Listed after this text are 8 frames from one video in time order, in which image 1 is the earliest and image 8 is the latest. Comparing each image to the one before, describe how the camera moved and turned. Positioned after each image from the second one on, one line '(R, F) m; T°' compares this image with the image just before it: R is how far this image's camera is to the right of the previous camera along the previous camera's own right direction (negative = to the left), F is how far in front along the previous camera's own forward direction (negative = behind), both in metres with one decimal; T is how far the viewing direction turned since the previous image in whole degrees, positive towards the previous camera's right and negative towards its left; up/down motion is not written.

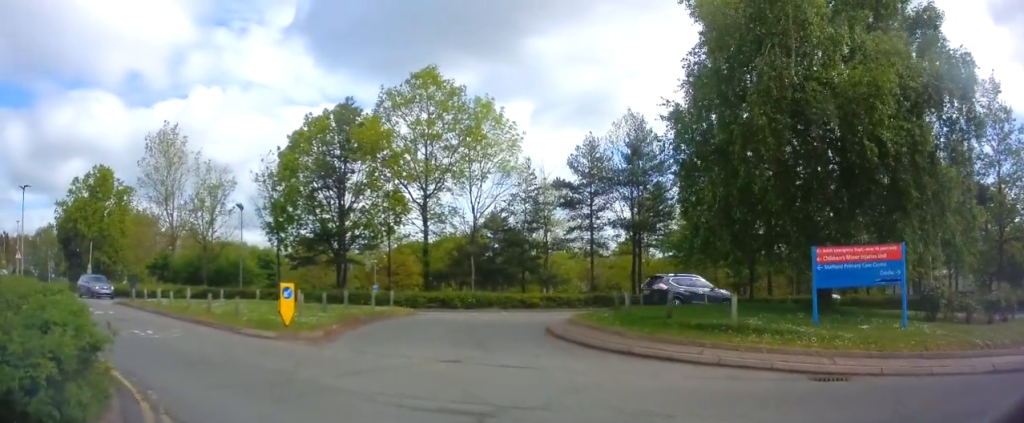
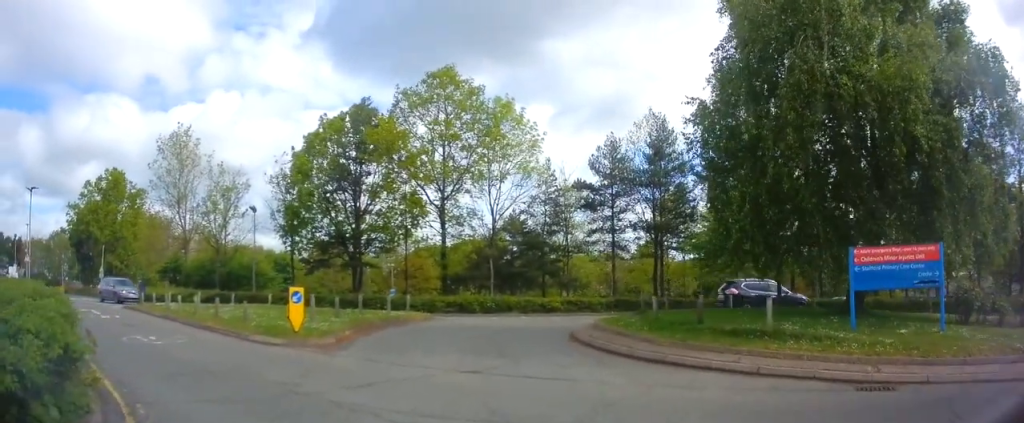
(+0.1, +0.7) m; -3°
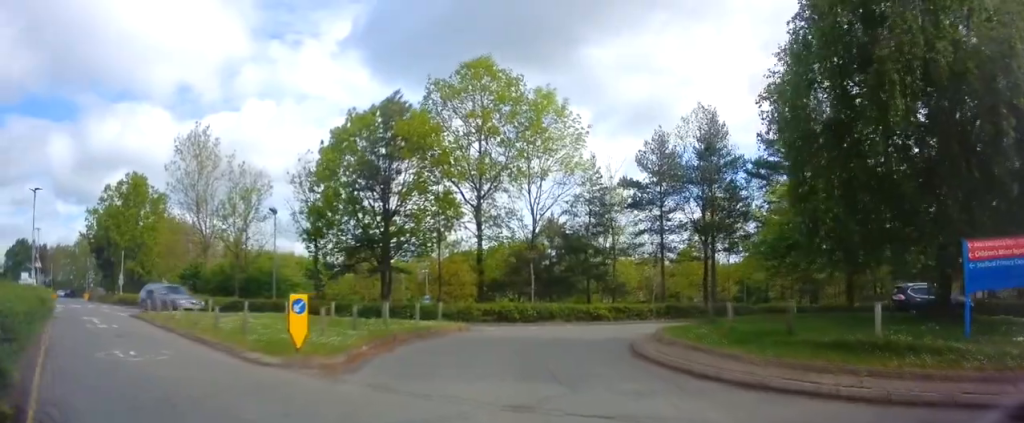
(-0.2, +1.9) m; -7°
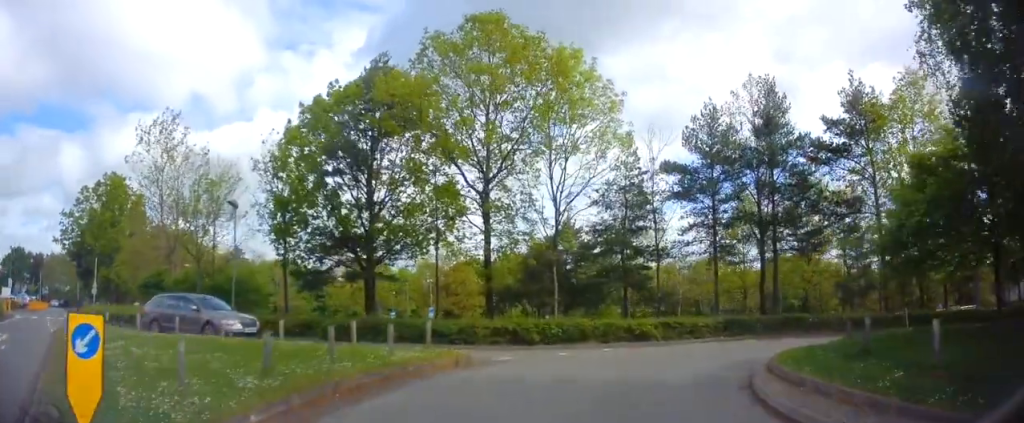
(0.0, +5.3) m; +3°
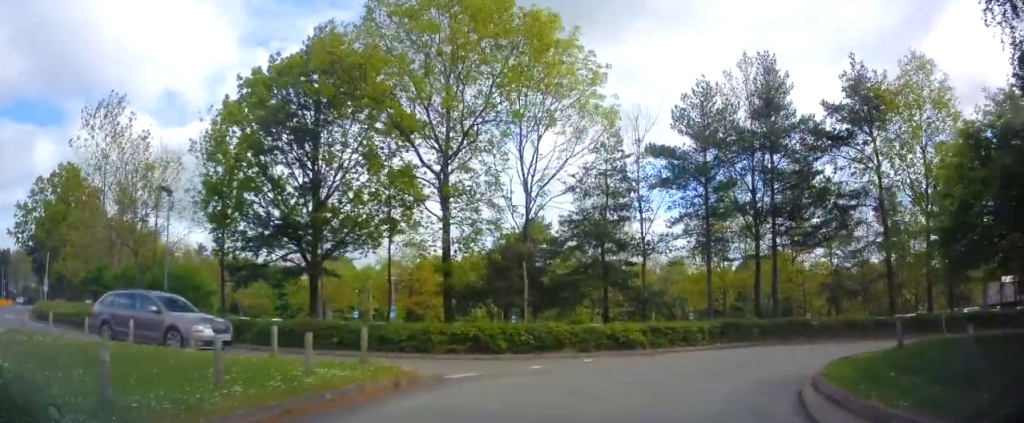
(-0.1, +2.5) m; +5°
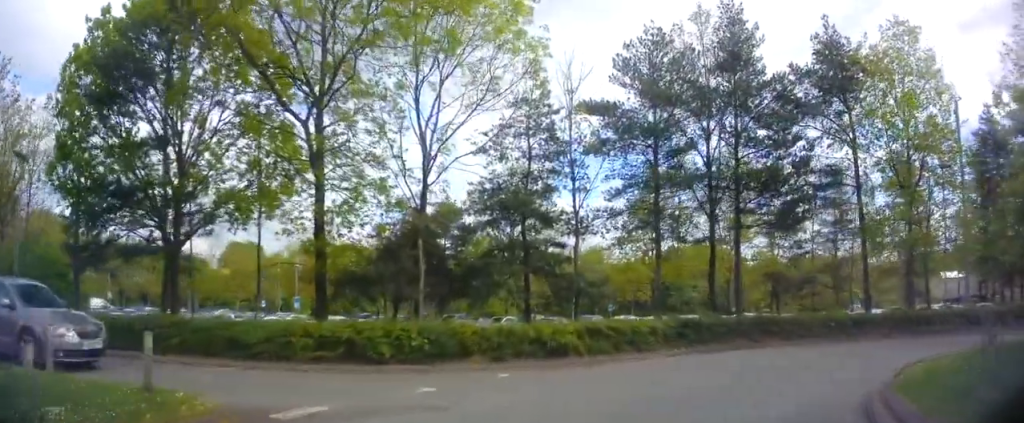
(+0.4, +3.6) m; +13°
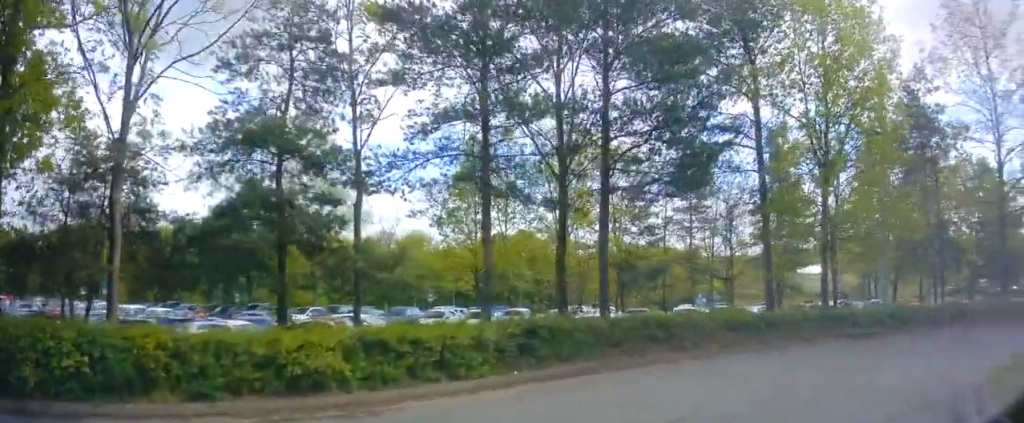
(+0.9, +4.9) m; +19°
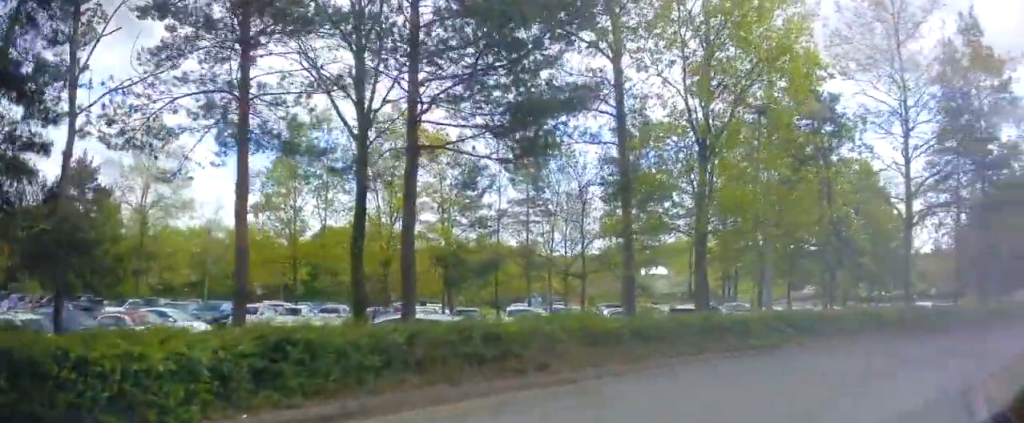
(+0.4, +3.1) m; +15°
